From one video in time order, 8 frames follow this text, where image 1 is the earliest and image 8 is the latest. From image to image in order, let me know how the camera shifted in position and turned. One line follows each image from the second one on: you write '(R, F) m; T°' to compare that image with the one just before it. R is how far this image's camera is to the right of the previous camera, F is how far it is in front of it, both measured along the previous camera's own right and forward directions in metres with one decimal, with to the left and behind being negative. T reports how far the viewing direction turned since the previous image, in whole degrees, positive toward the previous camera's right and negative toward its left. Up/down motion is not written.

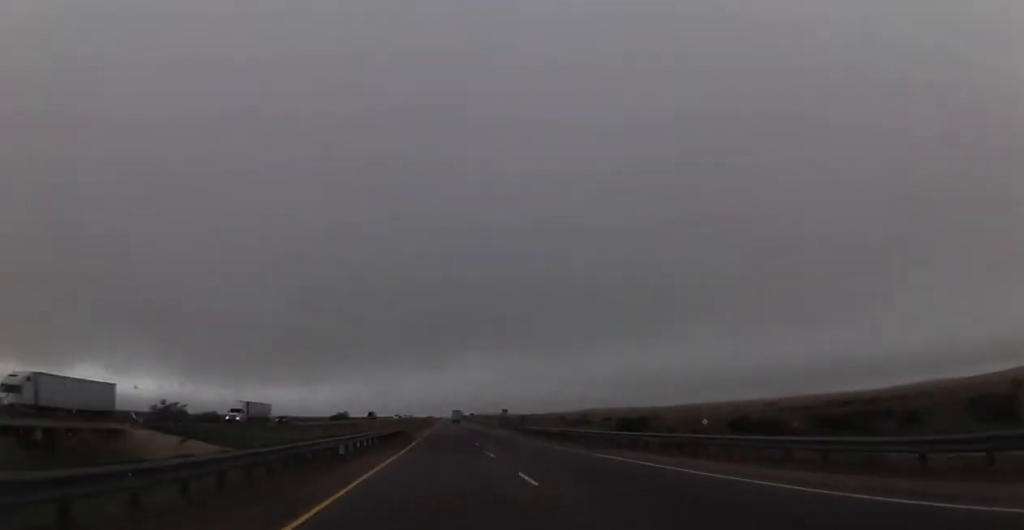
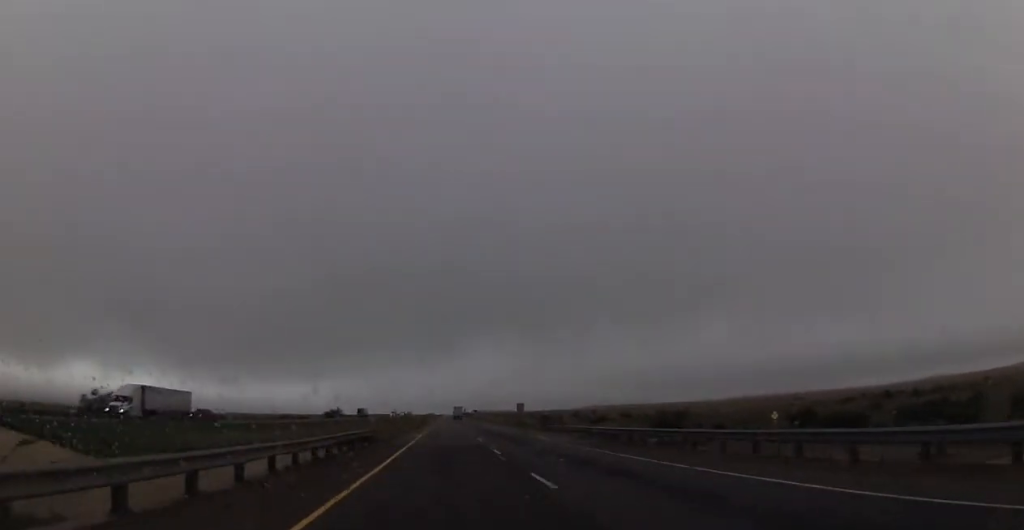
(0.0, +25.6) m; 0°
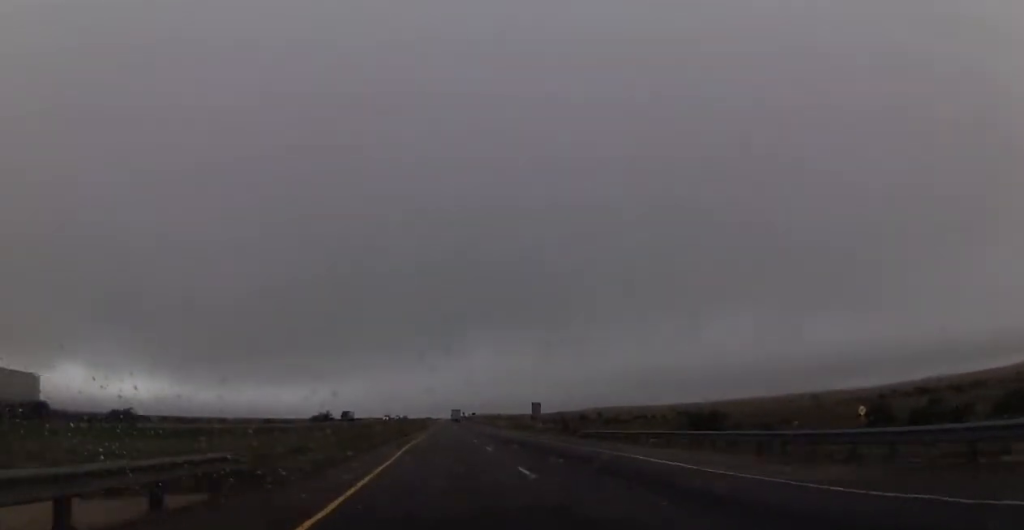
(-0.3, +21.6) m; 0°
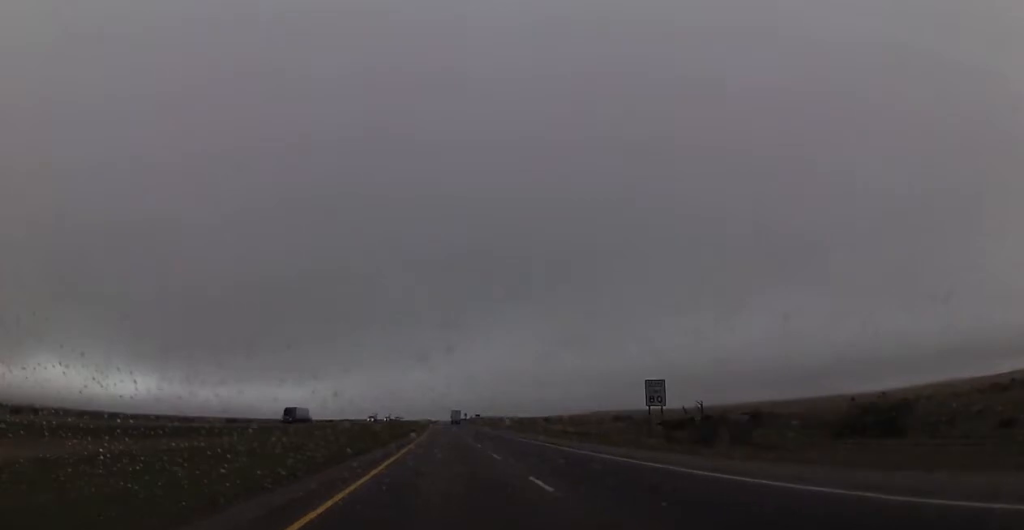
(+0.4, +51.0) m; +1°
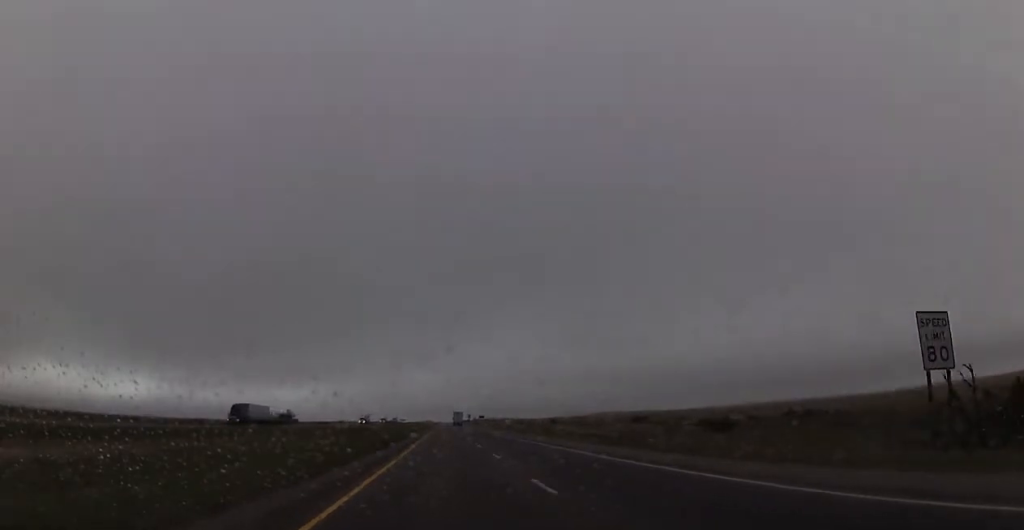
(0.0, +24.2) m; -1°
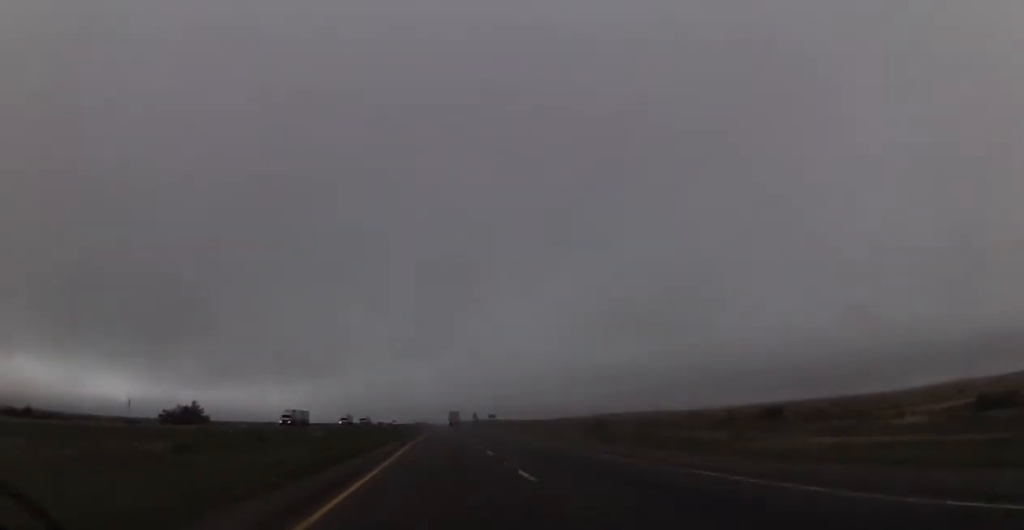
(-0.2, +83.0) m; 0°
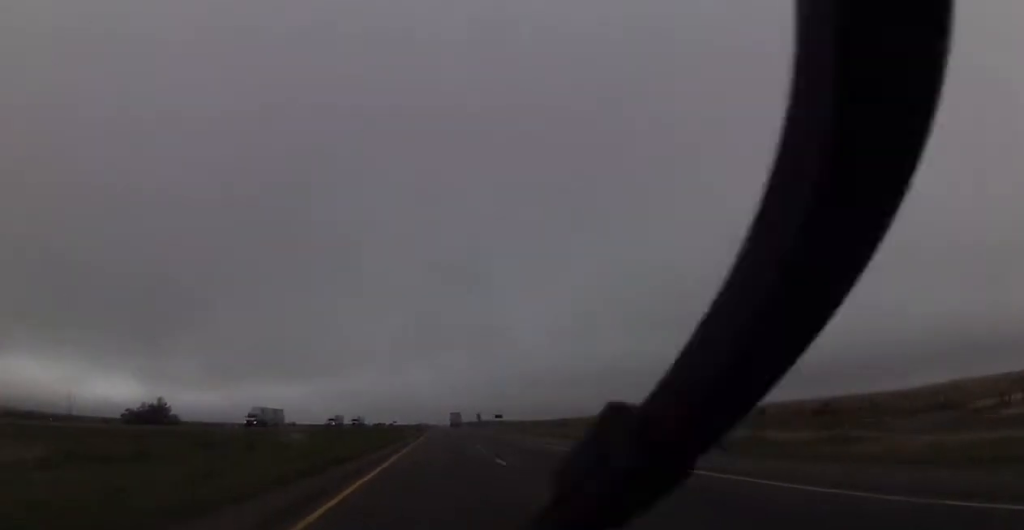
(0.0, +17.9) m; 0°
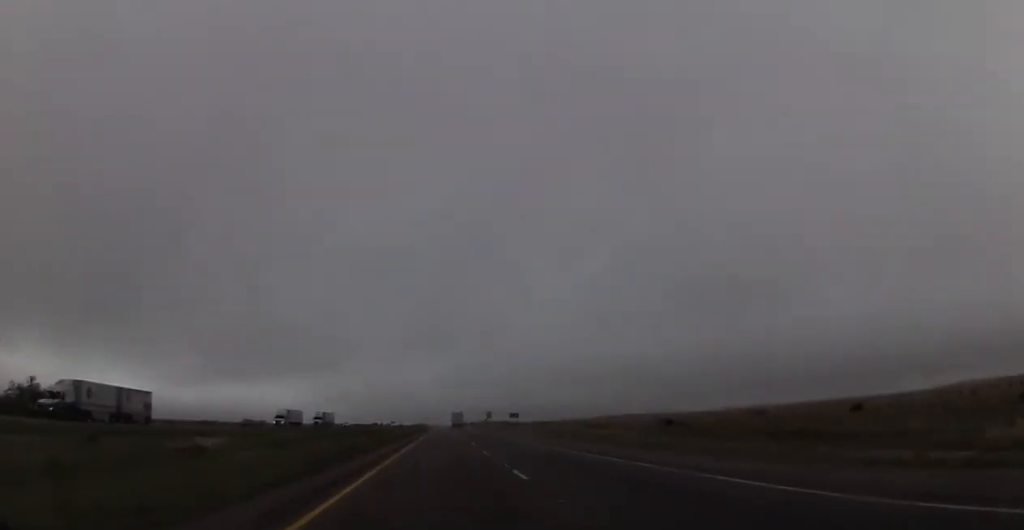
(-0.3, +42.1) m; -1°
